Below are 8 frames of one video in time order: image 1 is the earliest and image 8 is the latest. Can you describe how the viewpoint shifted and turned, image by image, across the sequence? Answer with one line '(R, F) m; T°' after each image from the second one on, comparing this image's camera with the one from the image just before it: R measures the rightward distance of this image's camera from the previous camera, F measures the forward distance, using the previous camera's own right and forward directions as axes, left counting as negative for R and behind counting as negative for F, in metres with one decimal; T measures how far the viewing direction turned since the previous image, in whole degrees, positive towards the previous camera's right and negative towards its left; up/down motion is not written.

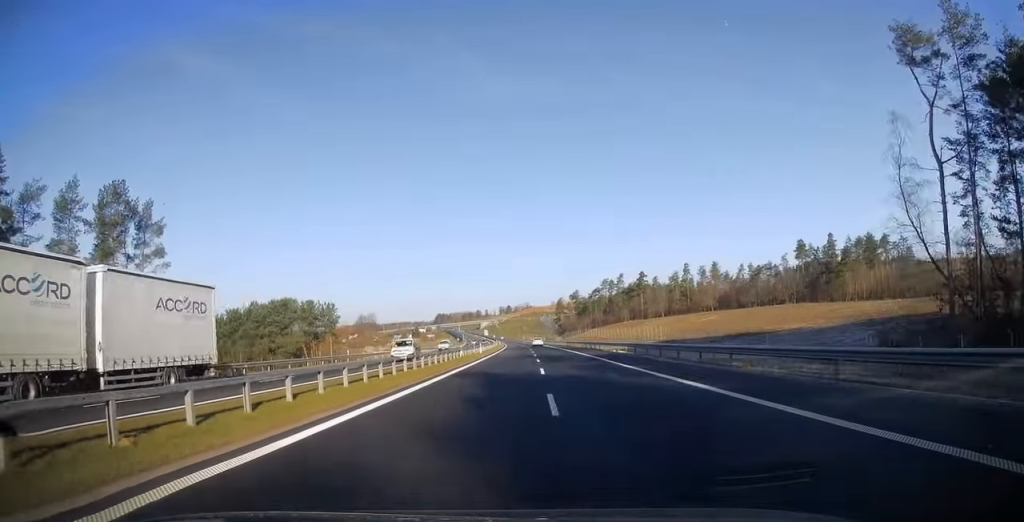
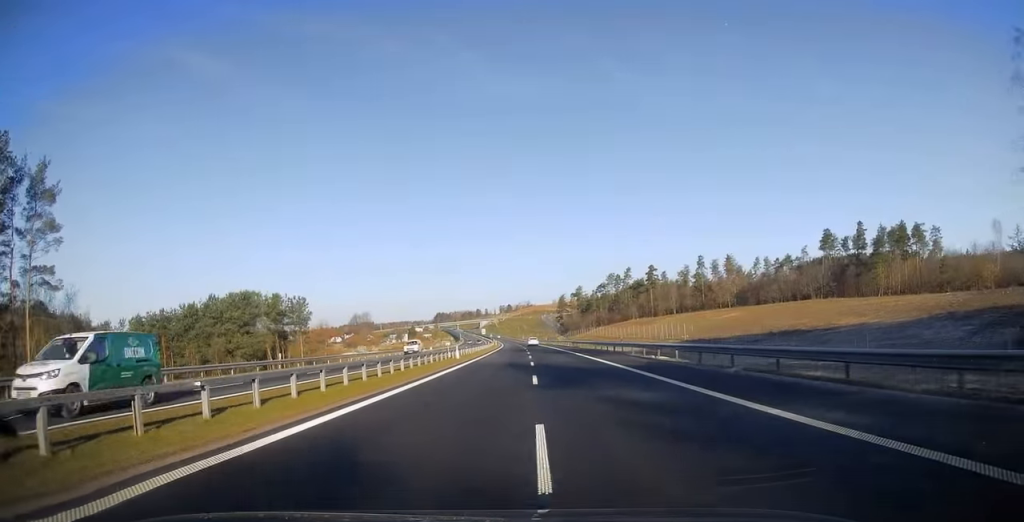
(-0.1, +16.9) m; 0°
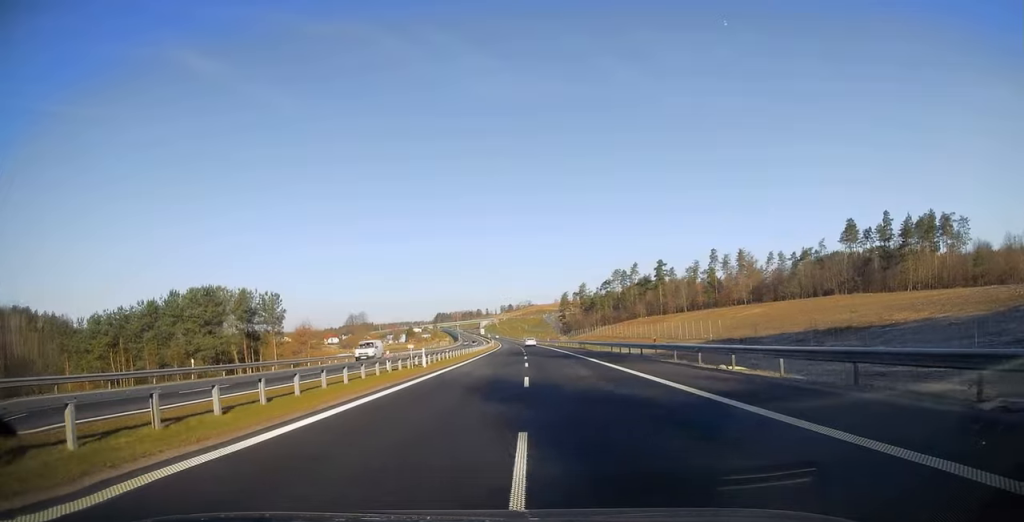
(-0.1, +12.6) m; 0°
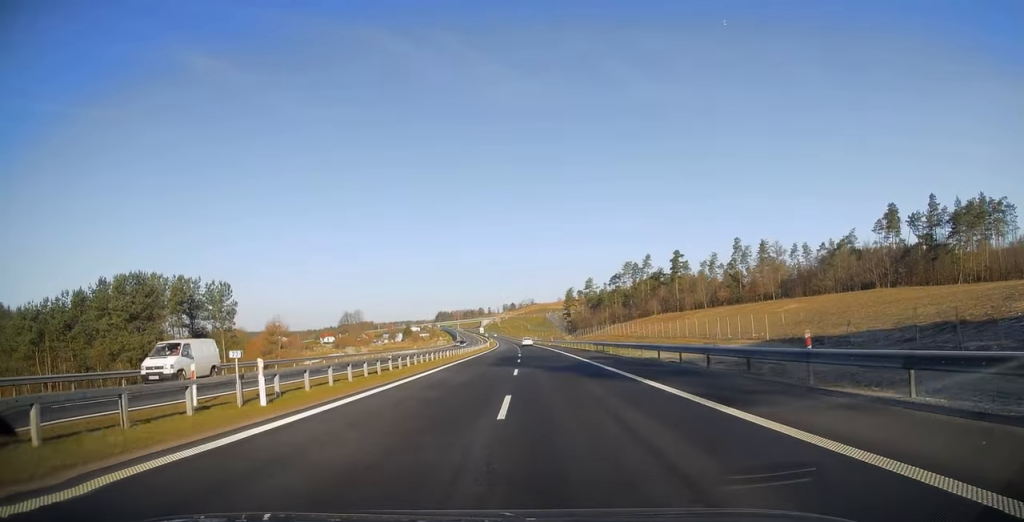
(0.0, +18.4) m; 0°
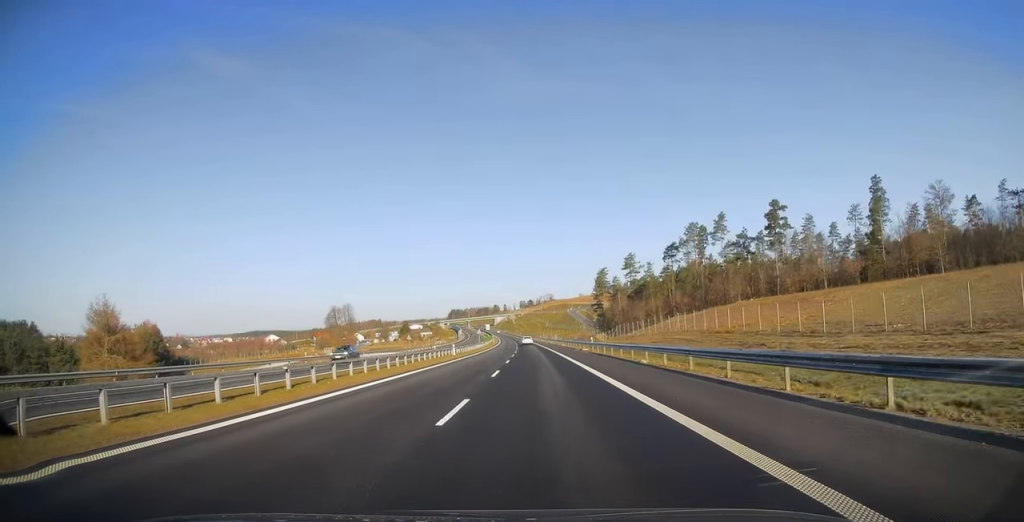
(-0.4, +60.2) m; -2°
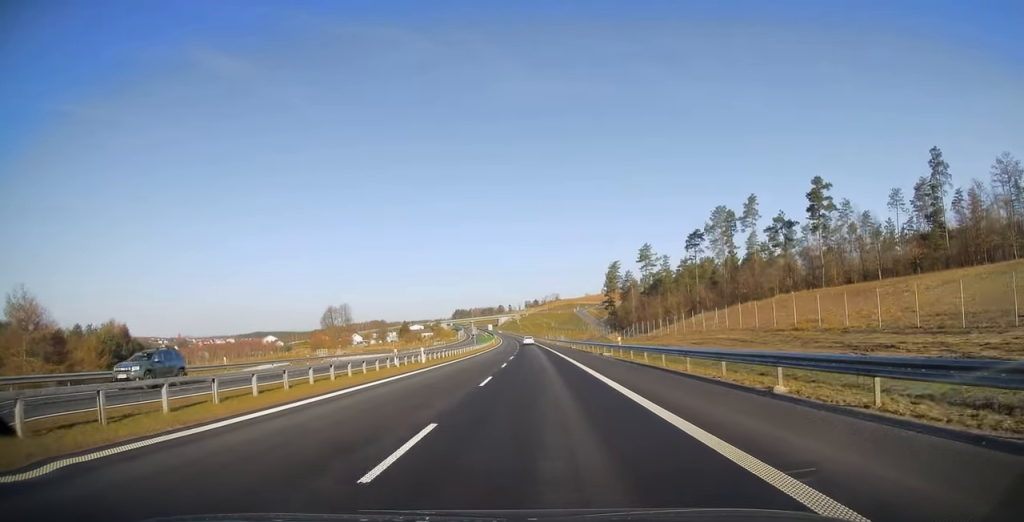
(-0.1, +15.7) m; -1°
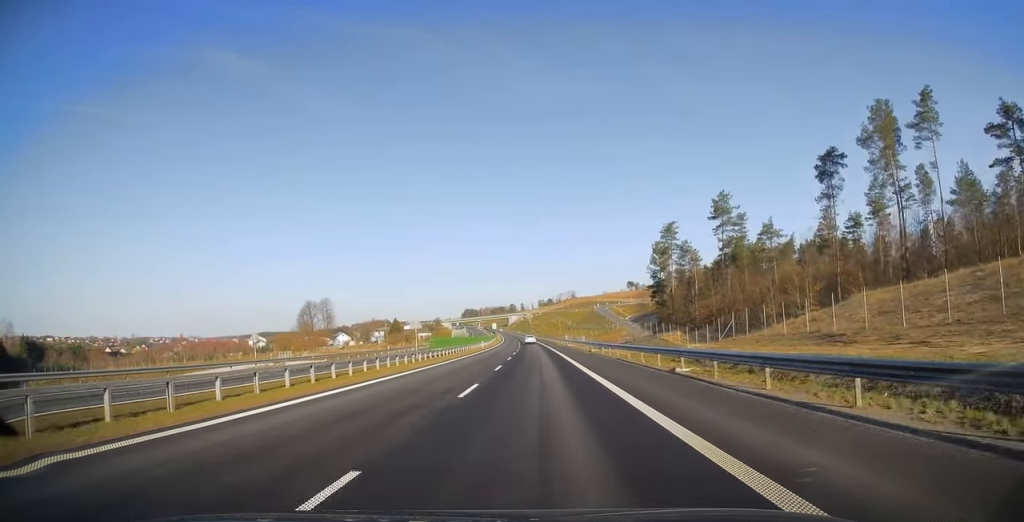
(-0.9, +51.3) m; -1°
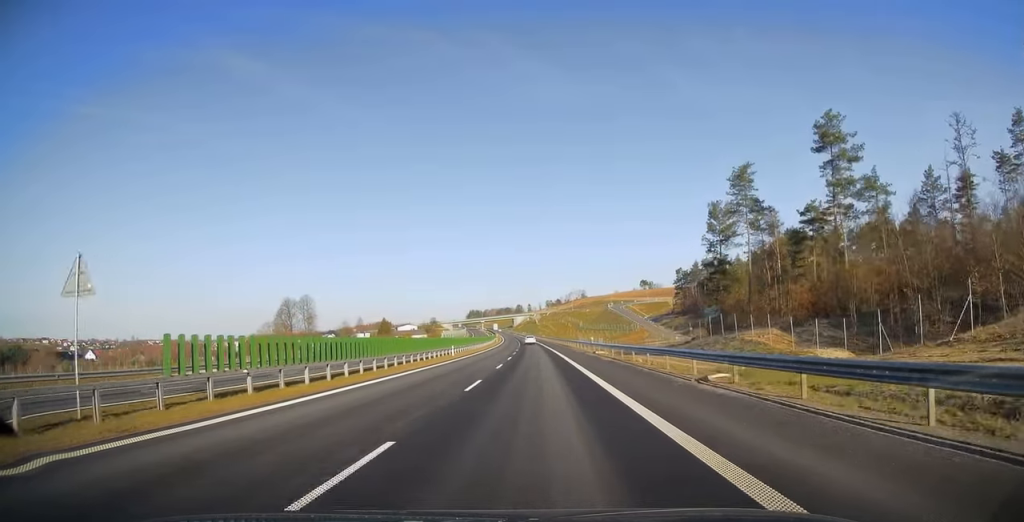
(0.0, +34.1) m; 0°
